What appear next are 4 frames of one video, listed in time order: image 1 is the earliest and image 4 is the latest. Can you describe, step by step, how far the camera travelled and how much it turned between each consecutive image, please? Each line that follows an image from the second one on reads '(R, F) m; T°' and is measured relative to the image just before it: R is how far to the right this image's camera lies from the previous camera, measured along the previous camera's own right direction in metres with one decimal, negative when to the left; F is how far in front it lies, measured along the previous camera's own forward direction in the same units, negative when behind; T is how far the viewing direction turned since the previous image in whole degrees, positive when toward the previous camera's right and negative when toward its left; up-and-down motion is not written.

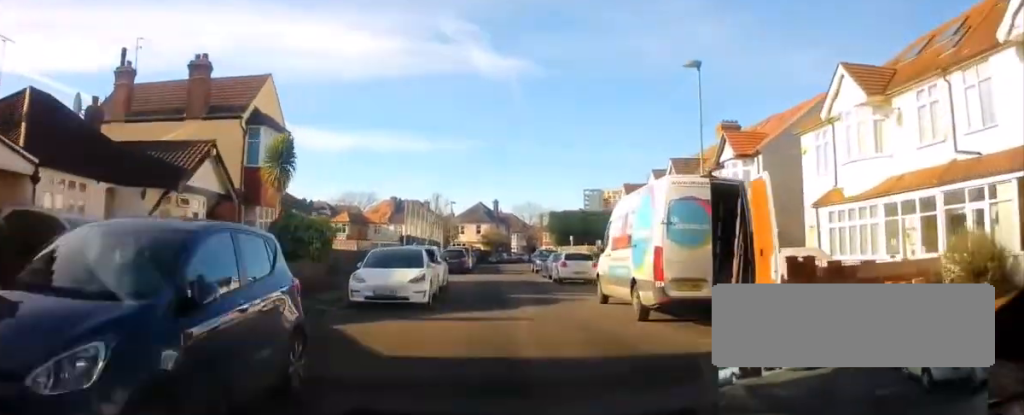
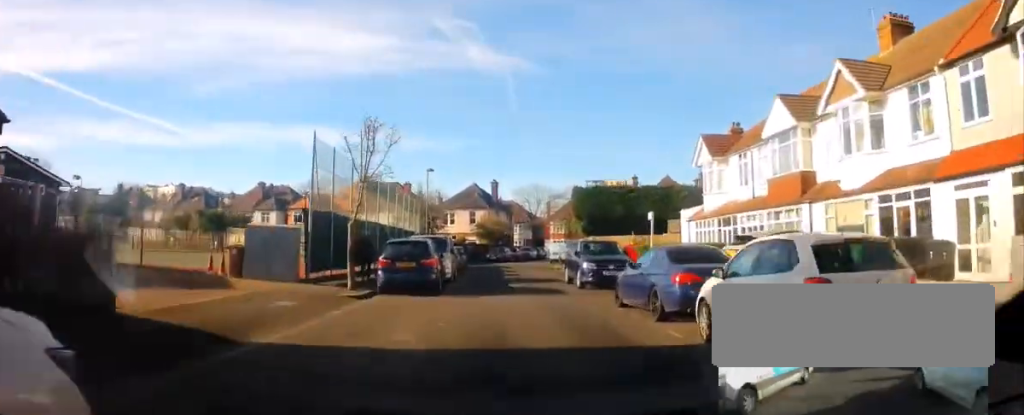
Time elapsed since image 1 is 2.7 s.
(+0.4, +20.3) m; -2°
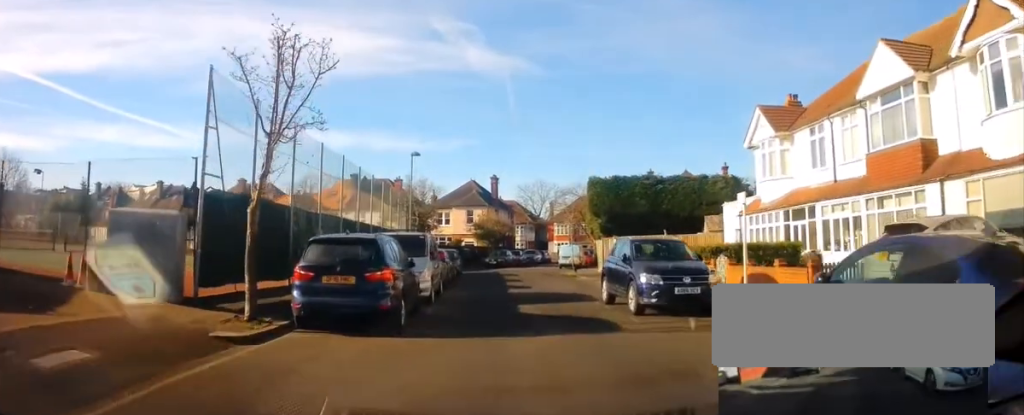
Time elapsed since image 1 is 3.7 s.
(0.0, +7.4) m; 0°
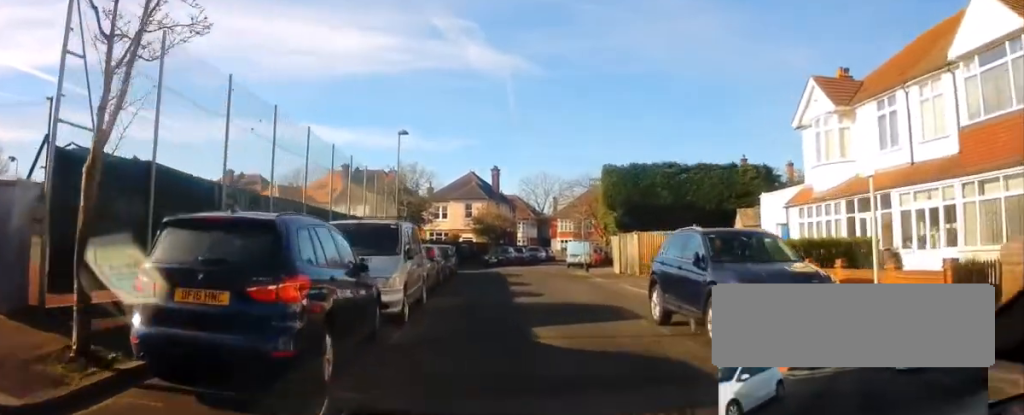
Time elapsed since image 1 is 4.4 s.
(0.0, +4.7) m; 0°
